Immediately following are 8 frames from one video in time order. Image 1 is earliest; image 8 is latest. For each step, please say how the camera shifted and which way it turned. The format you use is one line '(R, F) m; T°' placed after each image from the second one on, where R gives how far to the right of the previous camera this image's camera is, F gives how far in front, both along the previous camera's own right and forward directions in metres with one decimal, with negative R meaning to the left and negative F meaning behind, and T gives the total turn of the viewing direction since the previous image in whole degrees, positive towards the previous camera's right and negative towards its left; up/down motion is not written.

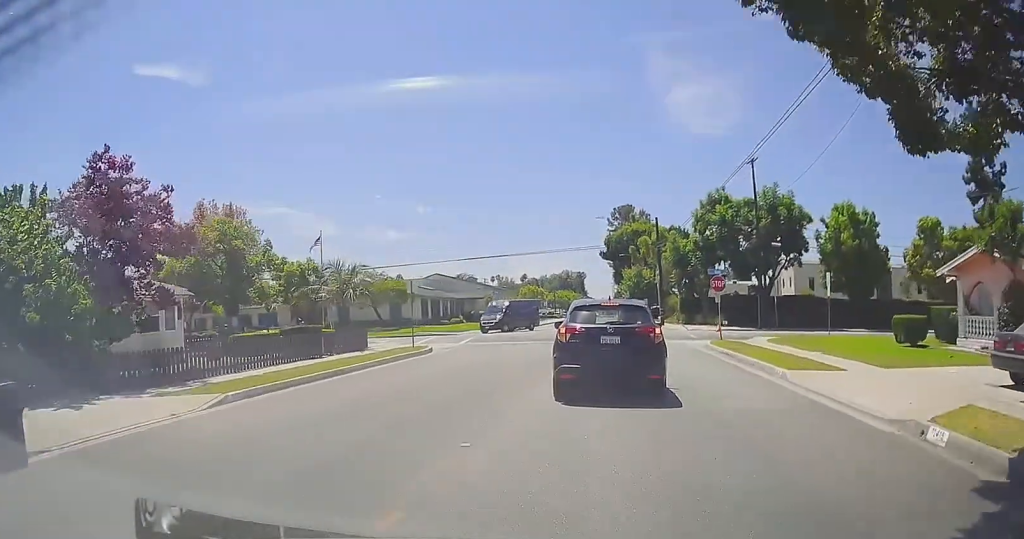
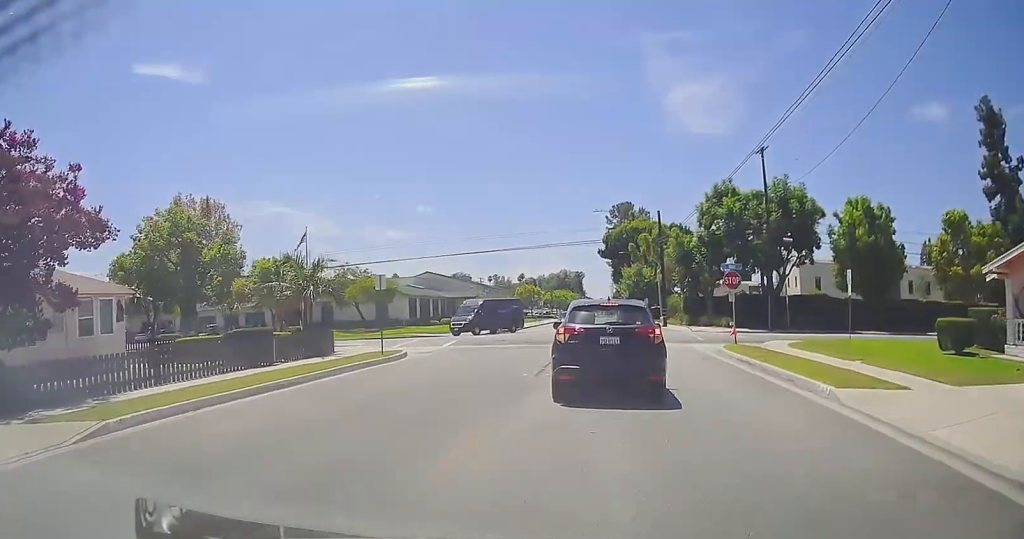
(0.0, +3.9) m; -1°
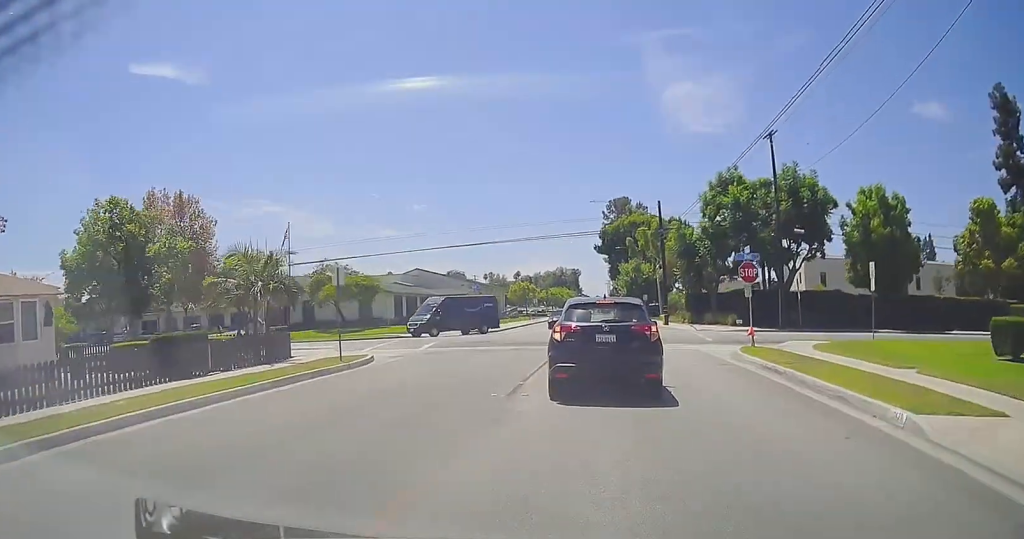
(0.0, +3.9) m; 0°
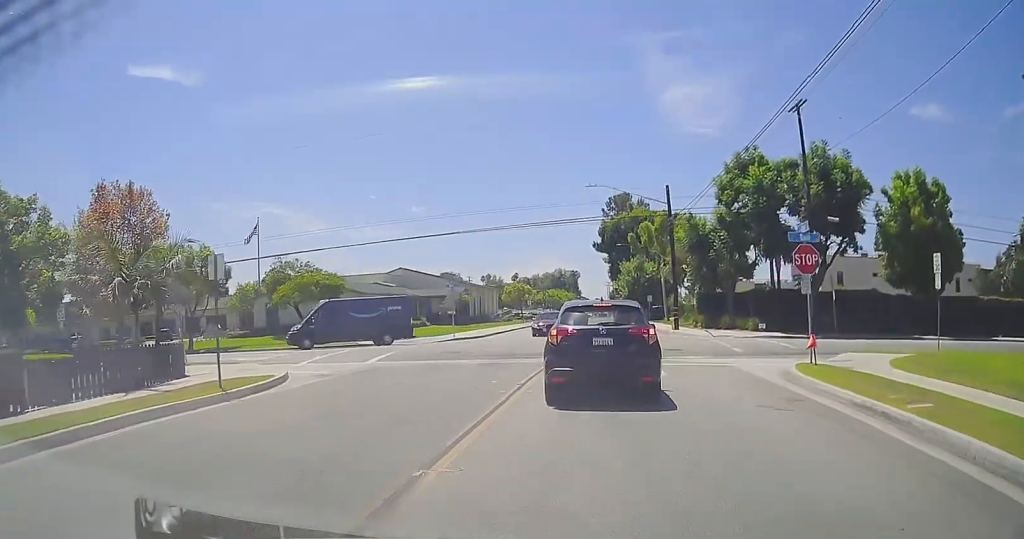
(0.0, +7.4) m; +4°
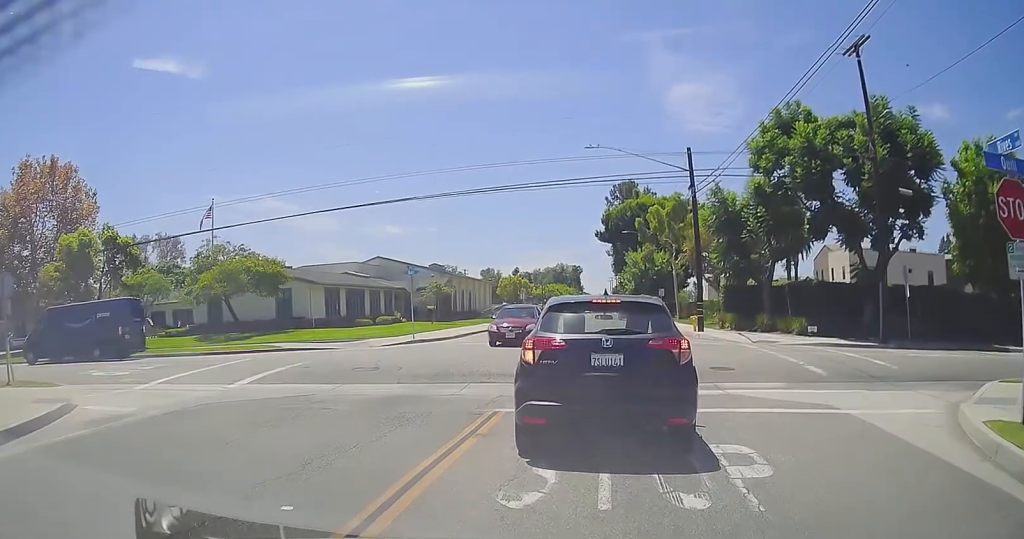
(-0.1, +9.2) m; -6°
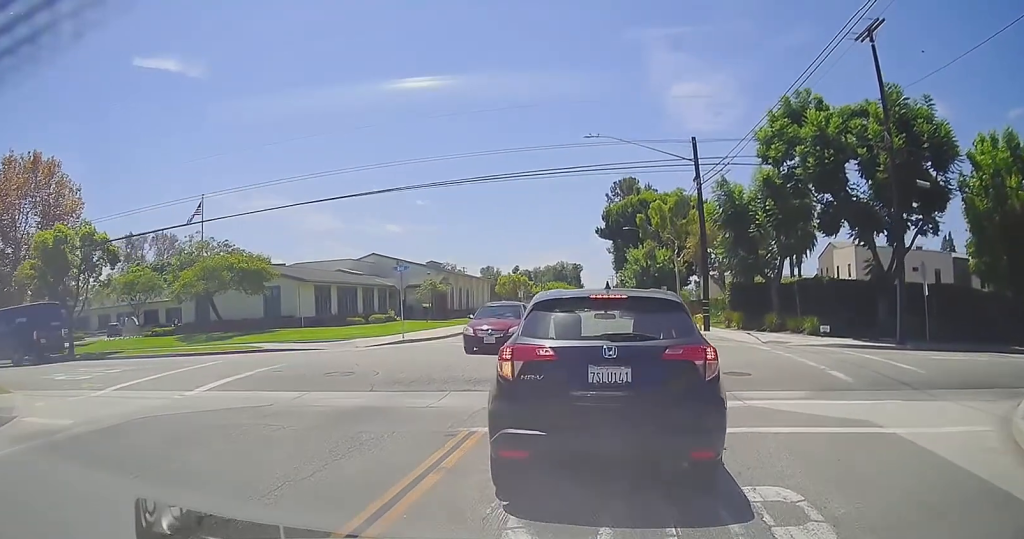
(+0.1, +1.6) m; +3°
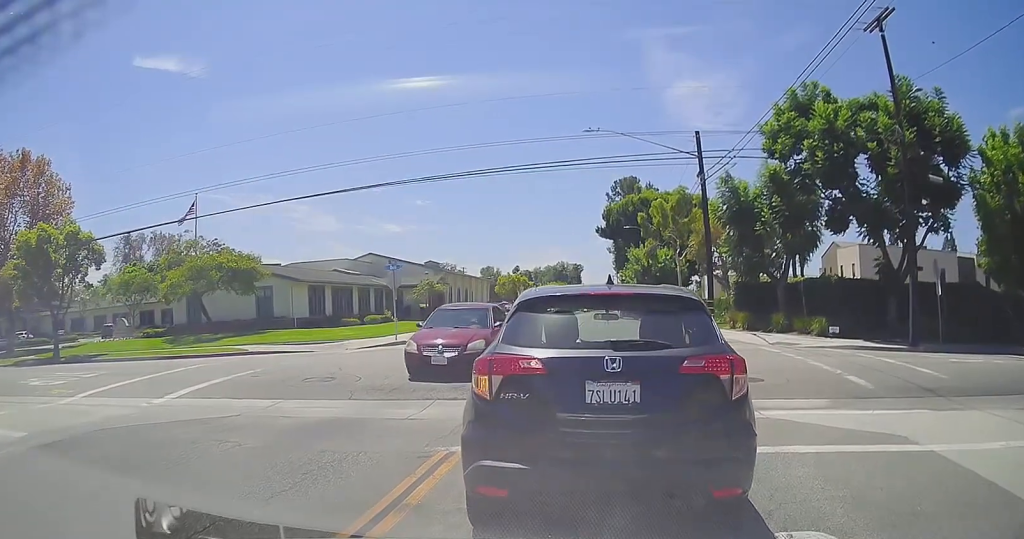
(0.0, +1.6) m; +2°
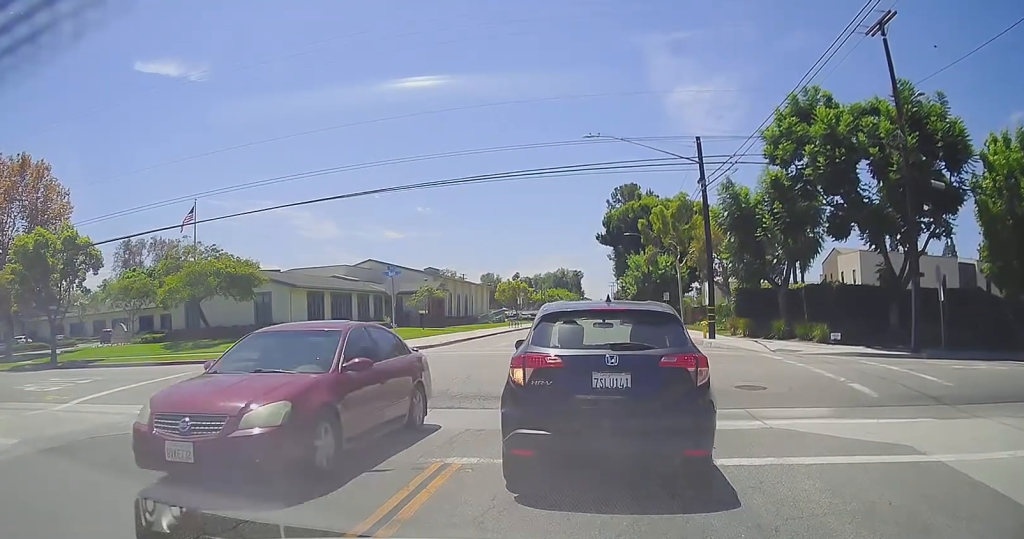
(+0.1, +0.8) m; 0°
